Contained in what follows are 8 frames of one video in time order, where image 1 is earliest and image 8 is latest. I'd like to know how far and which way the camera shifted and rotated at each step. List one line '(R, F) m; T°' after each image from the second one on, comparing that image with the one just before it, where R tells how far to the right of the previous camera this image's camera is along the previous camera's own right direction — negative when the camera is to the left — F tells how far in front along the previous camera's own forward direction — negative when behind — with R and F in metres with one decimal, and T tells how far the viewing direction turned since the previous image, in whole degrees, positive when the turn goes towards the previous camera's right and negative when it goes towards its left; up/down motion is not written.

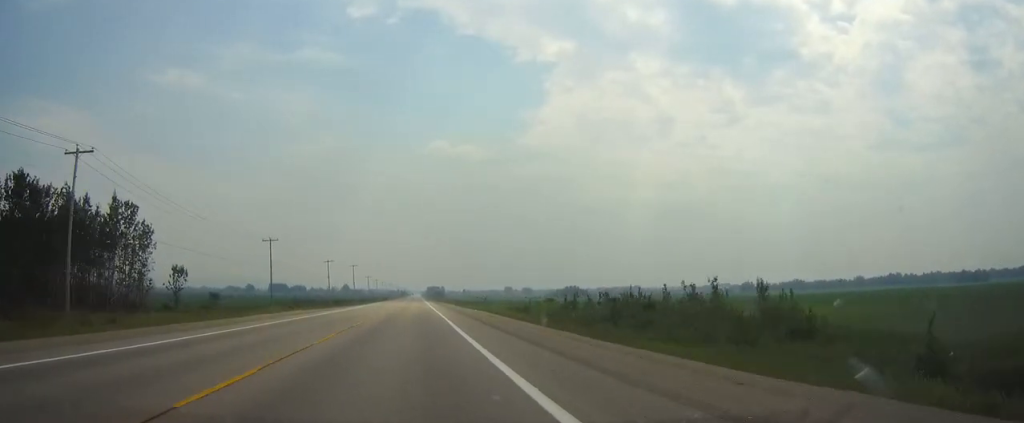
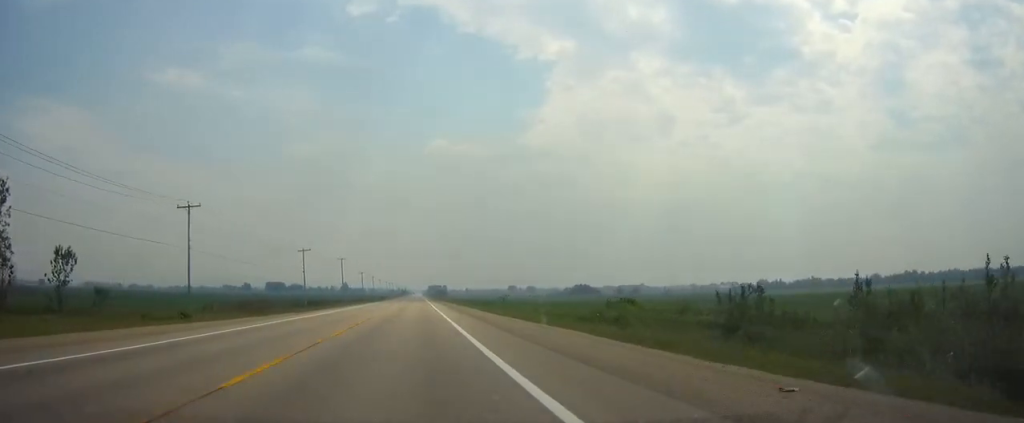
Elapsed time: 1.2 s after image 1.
(0.0, +34.6) m; 0°
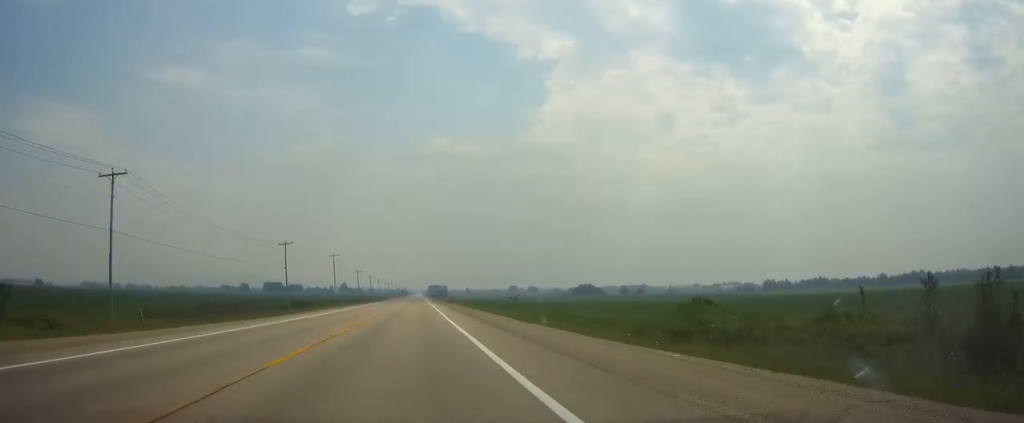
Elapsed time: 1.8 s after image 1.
(0.0, +16.4) m; 0°
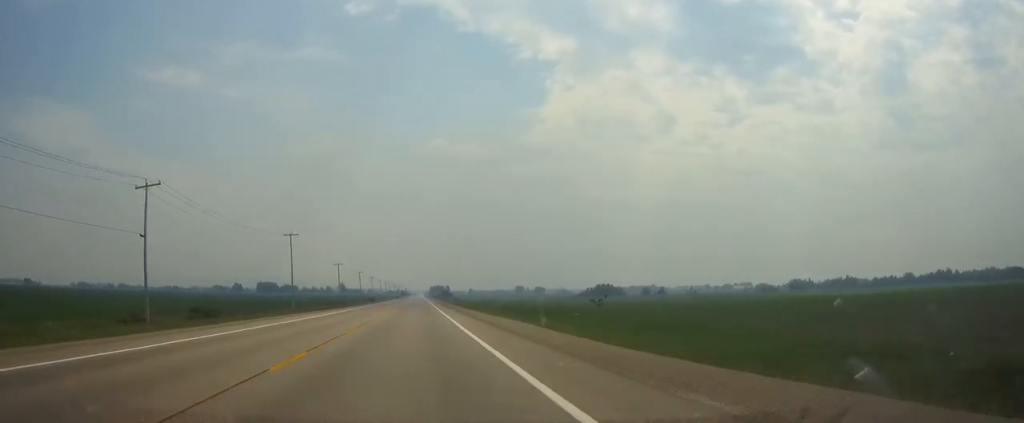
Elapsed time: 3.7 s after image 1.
(0.0, +55.9) m; 0°
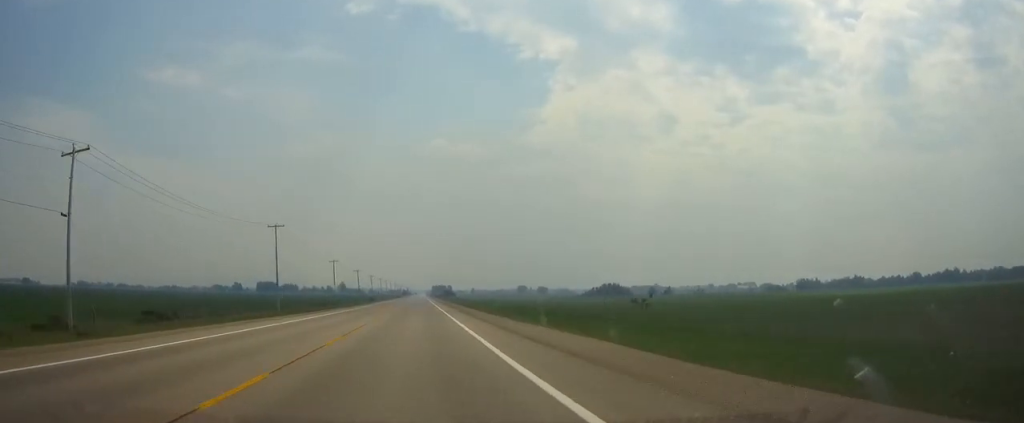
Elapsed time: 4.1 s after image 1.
(0.0, +12.6) m; 0°
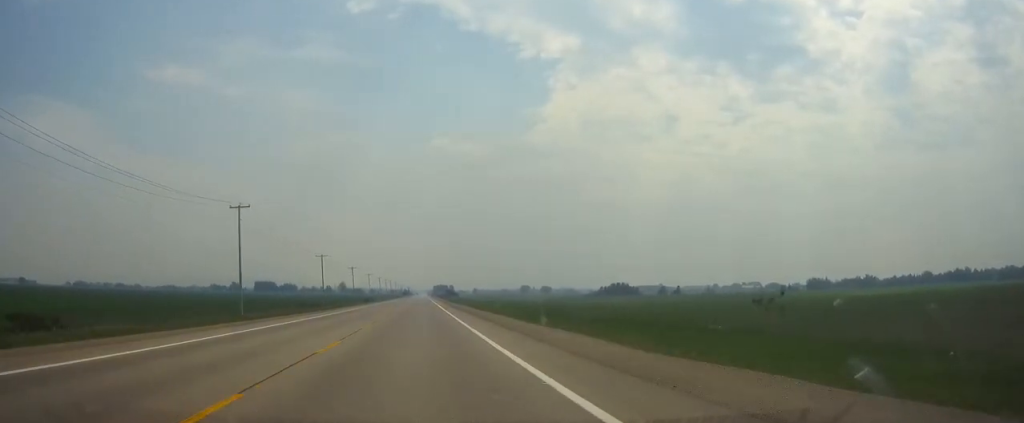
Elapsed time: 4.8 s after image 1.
(0.0, +20.3) m; 0°
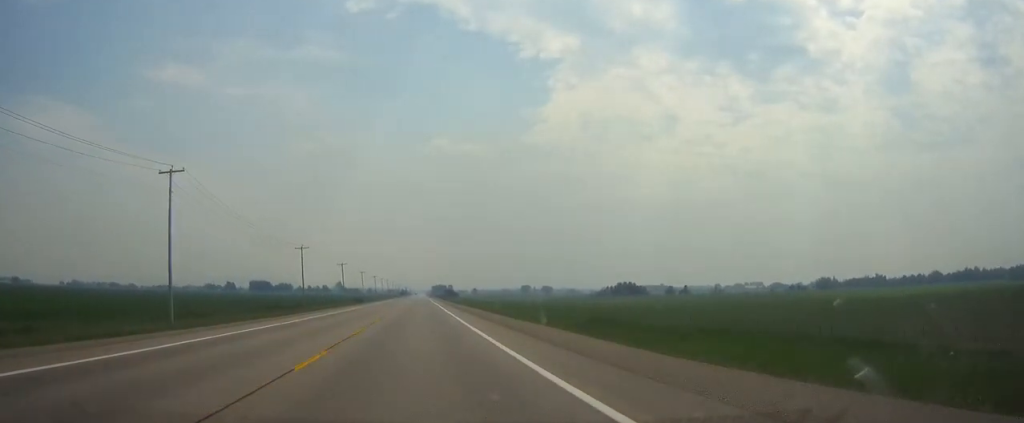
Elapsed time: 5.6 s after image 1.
(0.0, +21.3) m; 0°
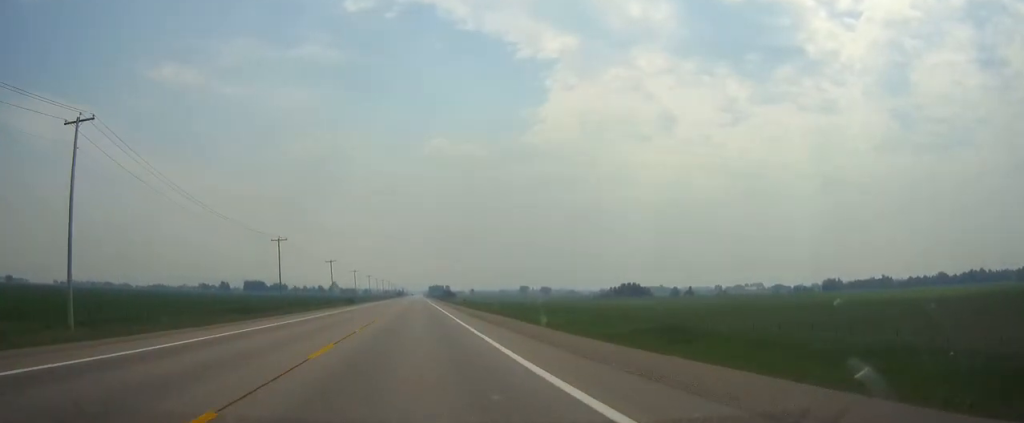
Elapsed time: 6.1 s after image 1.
(0.0, +16.5) m; 0°
